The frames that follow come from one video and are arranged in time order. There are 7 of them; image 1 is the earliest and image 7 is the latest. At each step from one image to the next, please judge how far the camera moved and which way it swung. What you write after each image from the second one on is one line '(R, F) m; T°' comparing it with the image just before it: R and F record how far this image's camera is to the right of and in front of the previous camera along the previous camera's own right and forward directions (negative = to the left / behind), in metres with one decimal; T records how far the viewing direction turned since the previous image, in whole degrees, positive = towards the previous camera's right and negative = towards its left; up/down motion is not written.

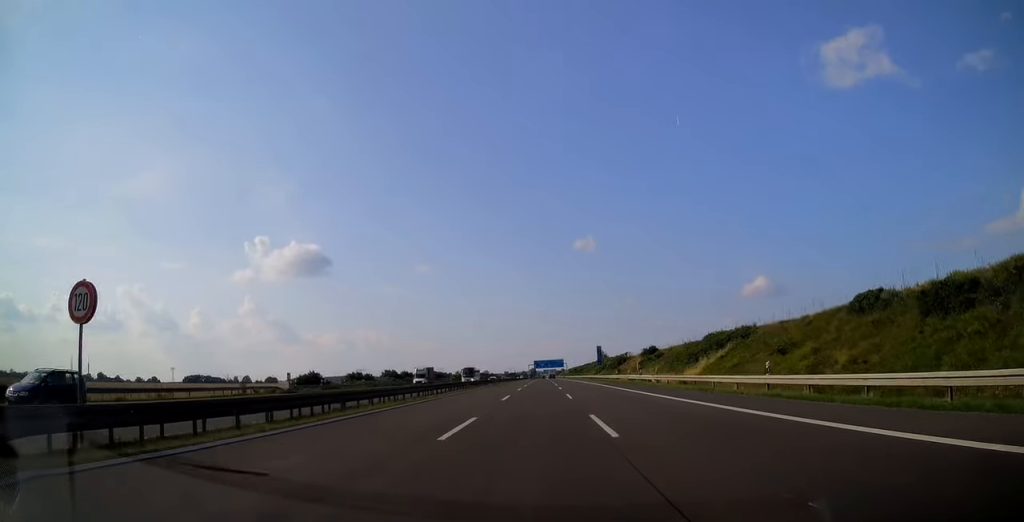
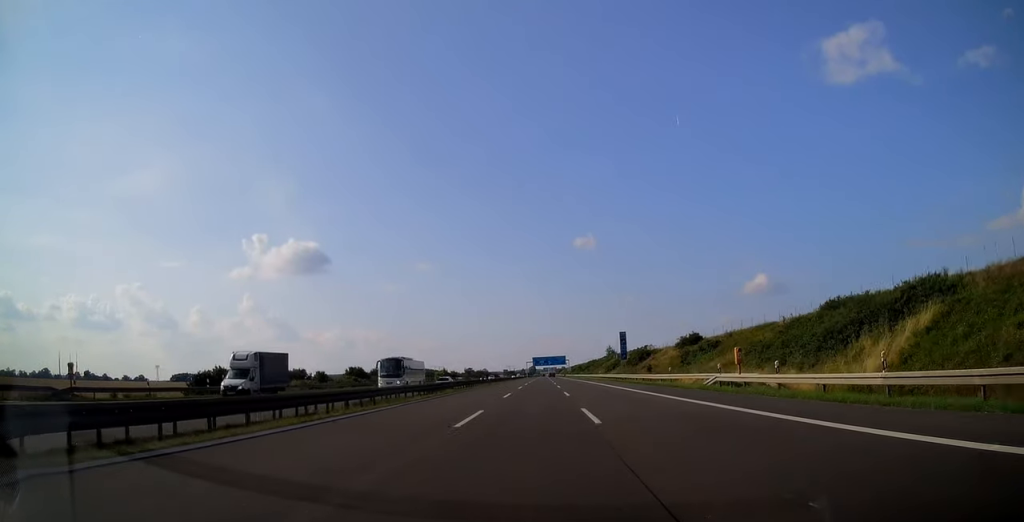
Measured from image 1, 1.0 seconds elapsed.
(-0.1, +32.5) m; 0°
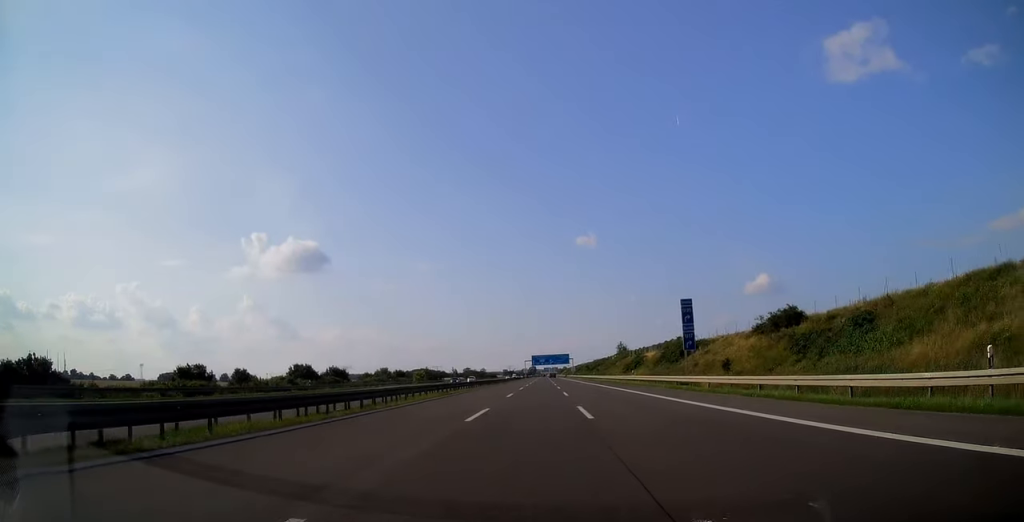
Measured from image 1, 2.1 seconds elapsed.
(0.0, +33.8) m; 0°
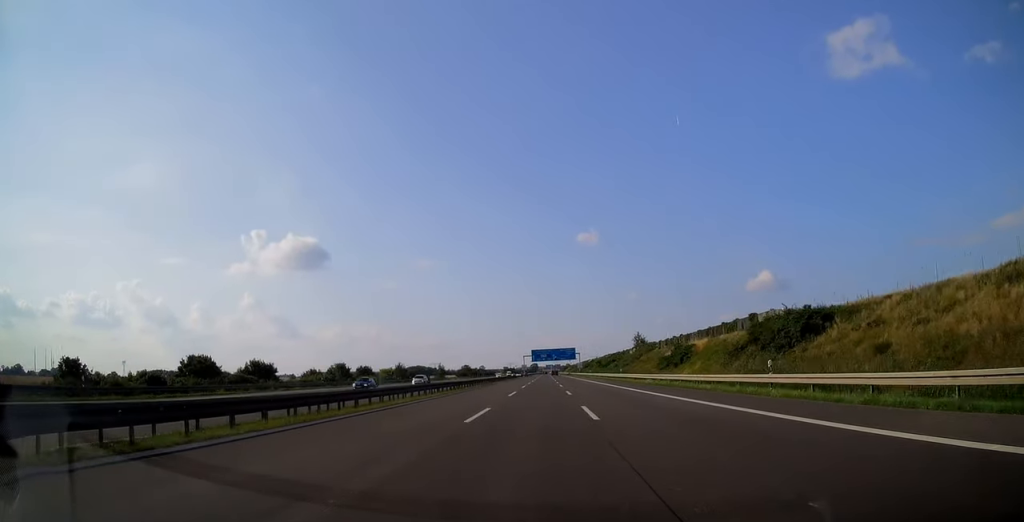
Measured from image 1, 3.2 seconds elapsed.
(0.0, +37.2) m; 0°
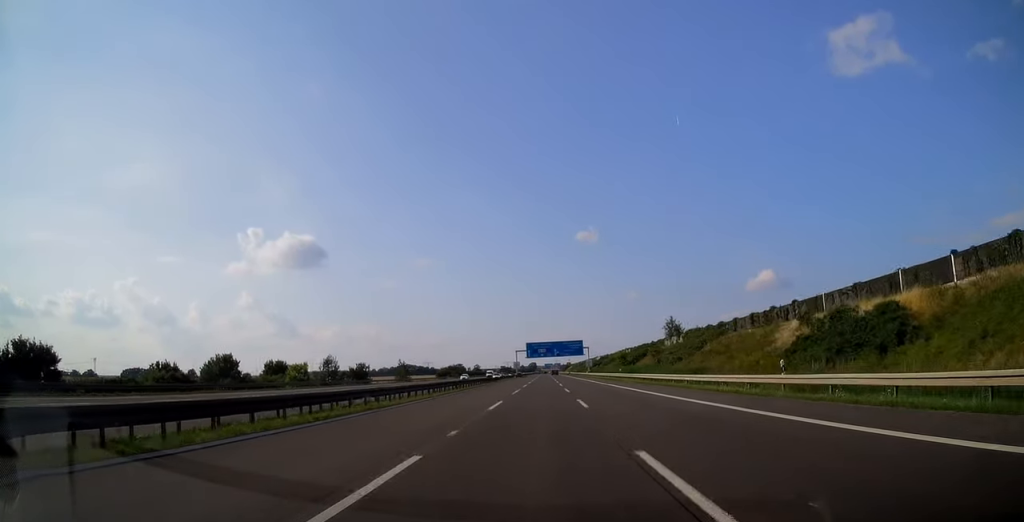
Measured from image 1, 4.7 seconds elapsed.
(0.0, +48.8) m; 0°
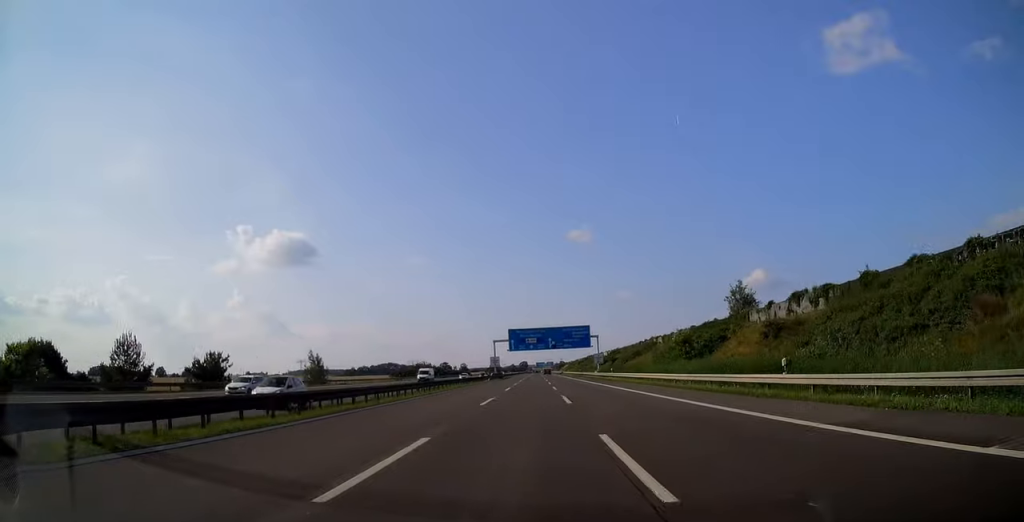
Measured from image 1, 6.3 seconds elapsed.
(+0.1, +51.9) m; +1°
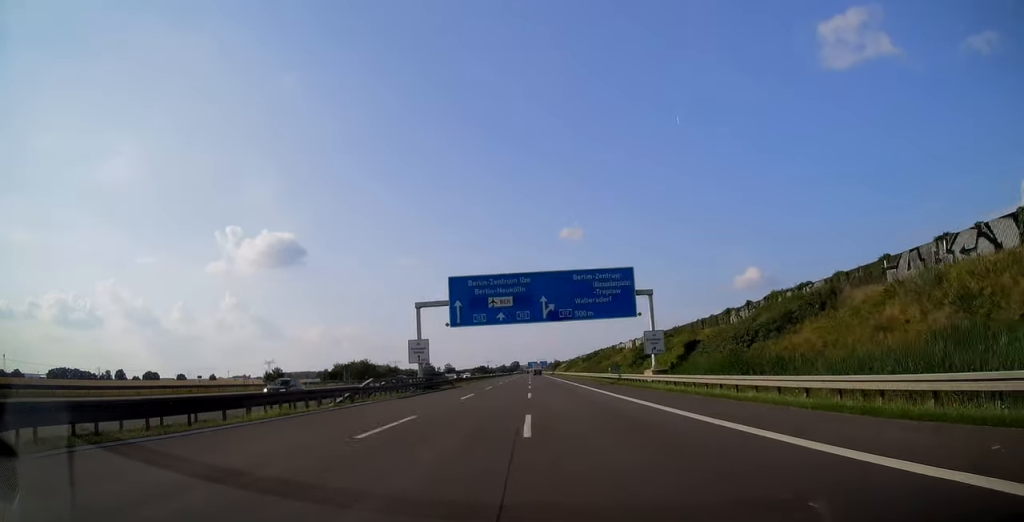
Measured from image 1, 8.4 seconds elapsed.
(+0.6, +66.2) m; +1°
